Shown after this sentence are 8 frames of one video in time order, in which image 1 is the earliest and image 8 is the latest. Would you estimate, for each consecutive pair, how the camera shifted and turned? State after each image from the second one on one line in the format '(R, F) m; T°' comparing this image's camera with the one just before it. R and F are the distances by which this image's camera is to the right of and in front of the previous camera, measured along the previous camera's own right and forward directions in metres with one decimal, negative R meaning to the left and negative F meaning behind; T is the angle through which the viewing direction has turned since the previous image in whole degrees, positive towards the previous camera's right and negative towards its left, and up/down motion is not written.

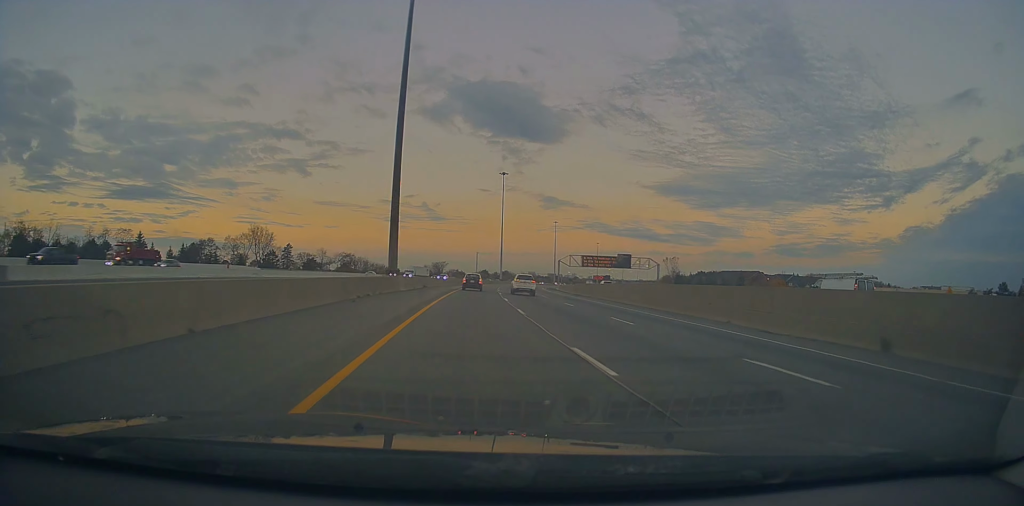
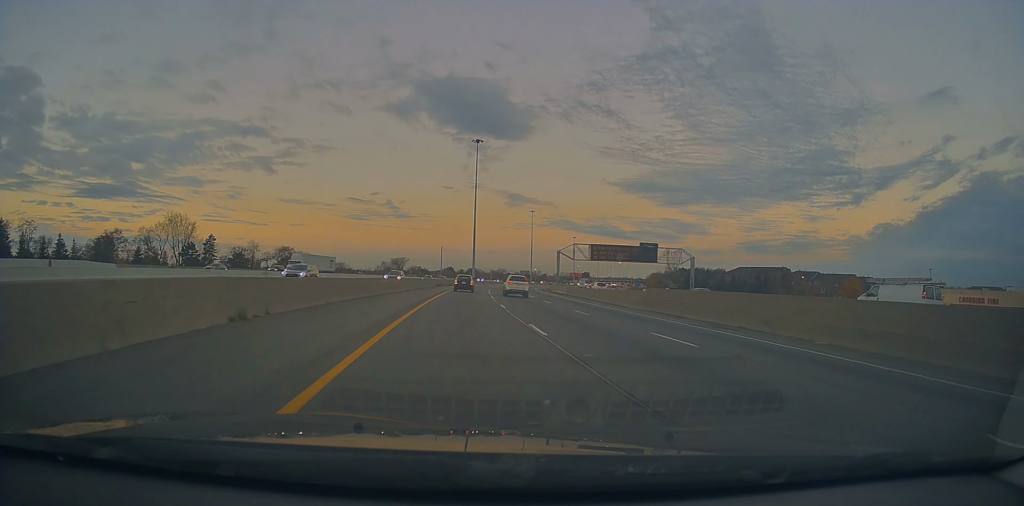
(+0.6, +43.2) m; +2°
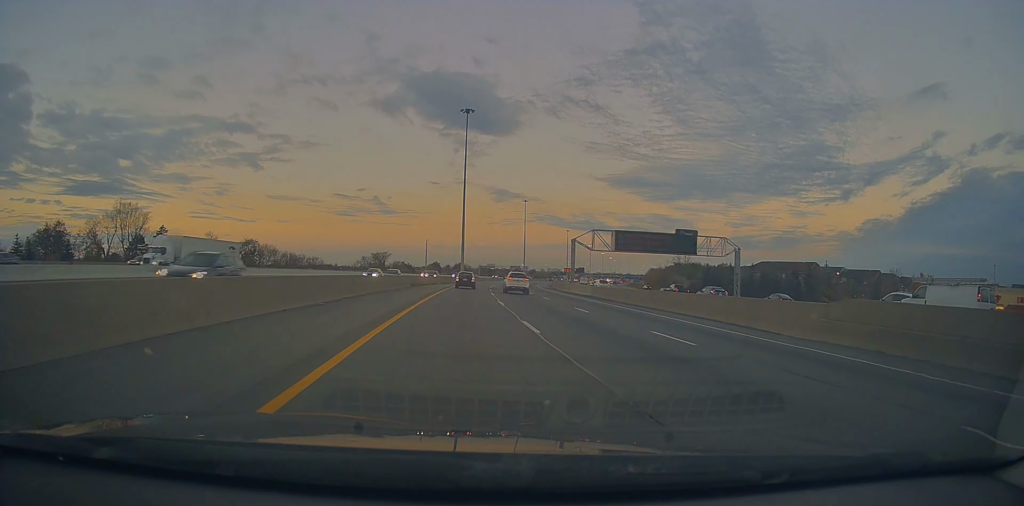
(+0.7, +23.9) m; +2°
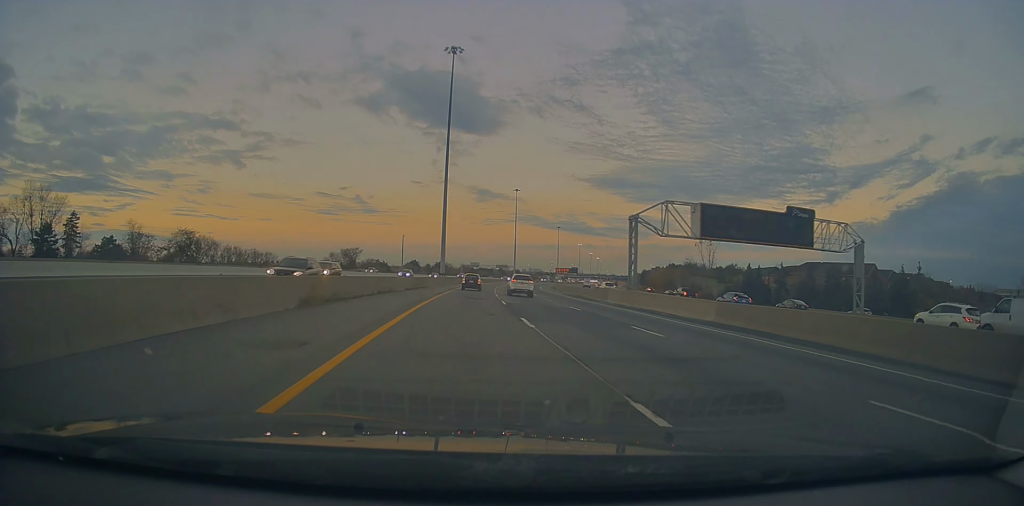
(+0.7, +34.4) m; +3°
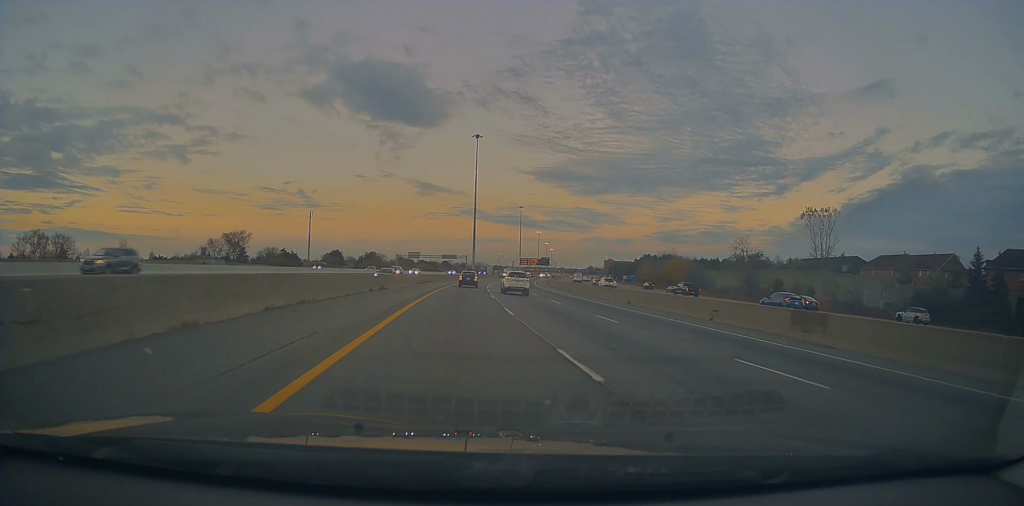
(+3.3, +80.7) m; +5°
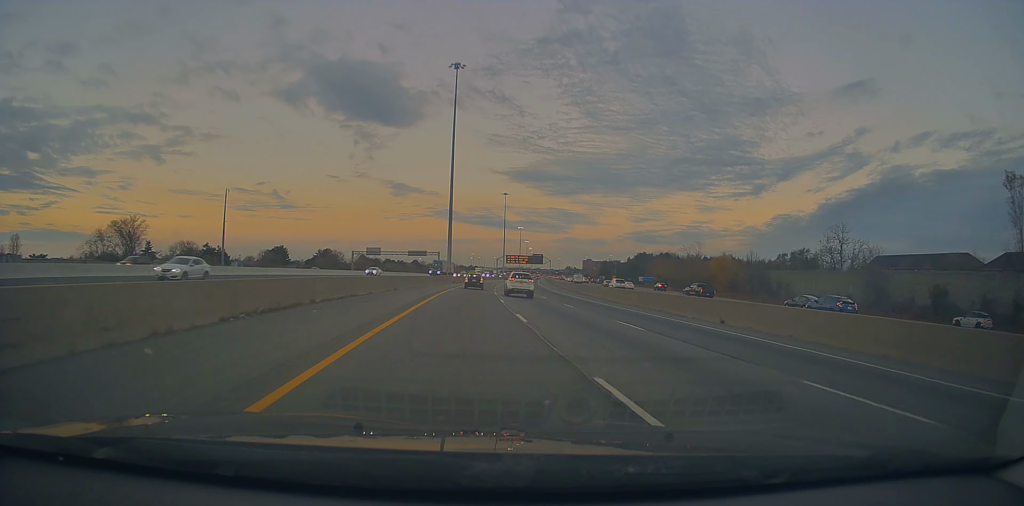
(+2.1, +51.3) m; +4°
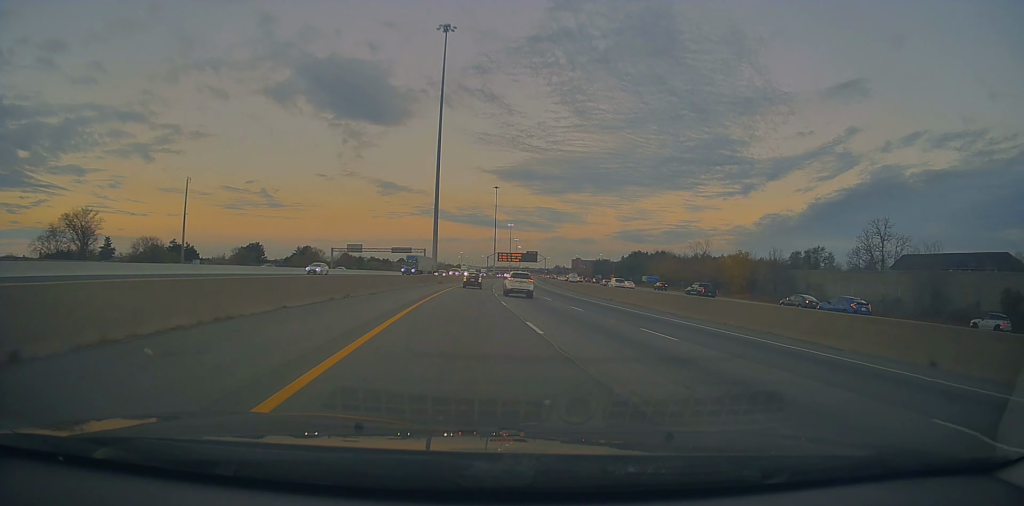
(0.0, +15.3) m; +1°
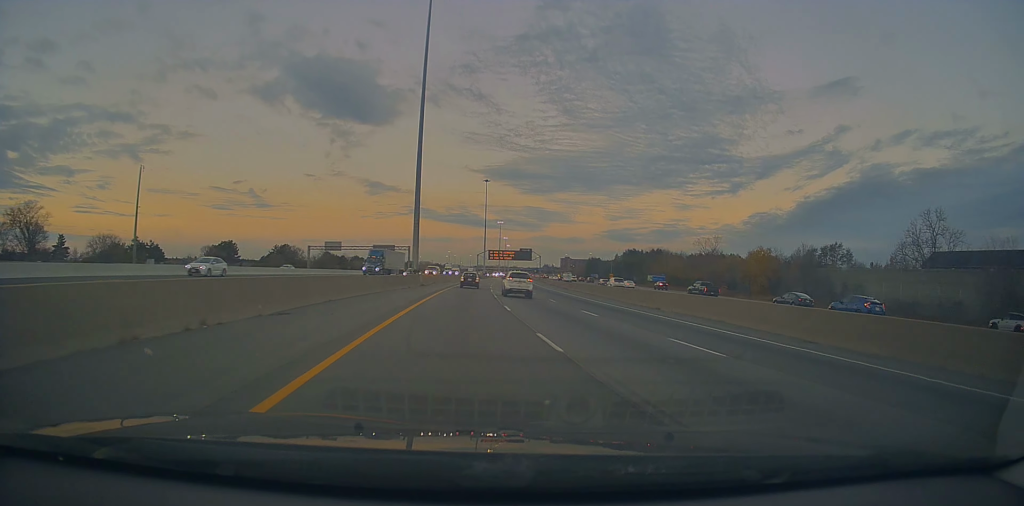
(+0.1, +15.3) m; +1°
